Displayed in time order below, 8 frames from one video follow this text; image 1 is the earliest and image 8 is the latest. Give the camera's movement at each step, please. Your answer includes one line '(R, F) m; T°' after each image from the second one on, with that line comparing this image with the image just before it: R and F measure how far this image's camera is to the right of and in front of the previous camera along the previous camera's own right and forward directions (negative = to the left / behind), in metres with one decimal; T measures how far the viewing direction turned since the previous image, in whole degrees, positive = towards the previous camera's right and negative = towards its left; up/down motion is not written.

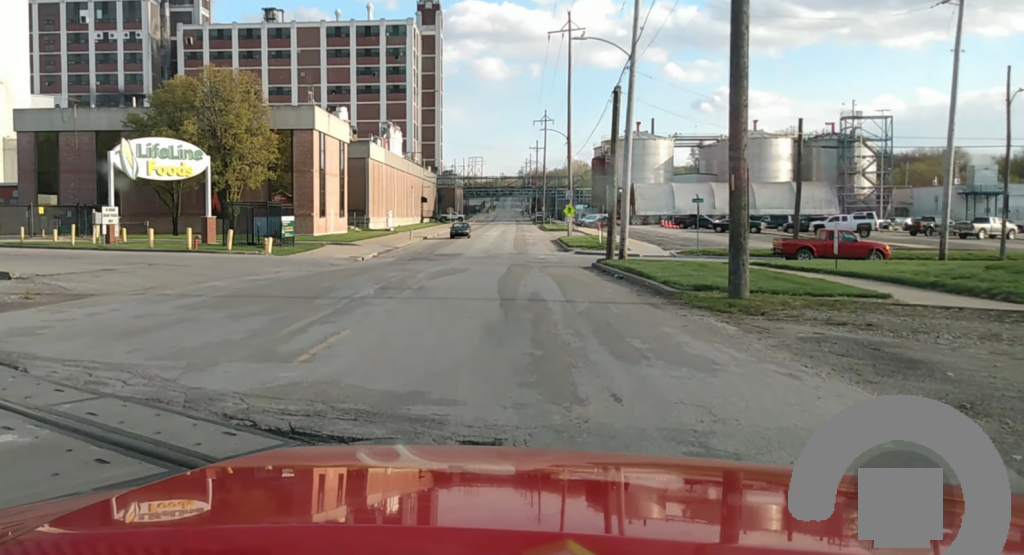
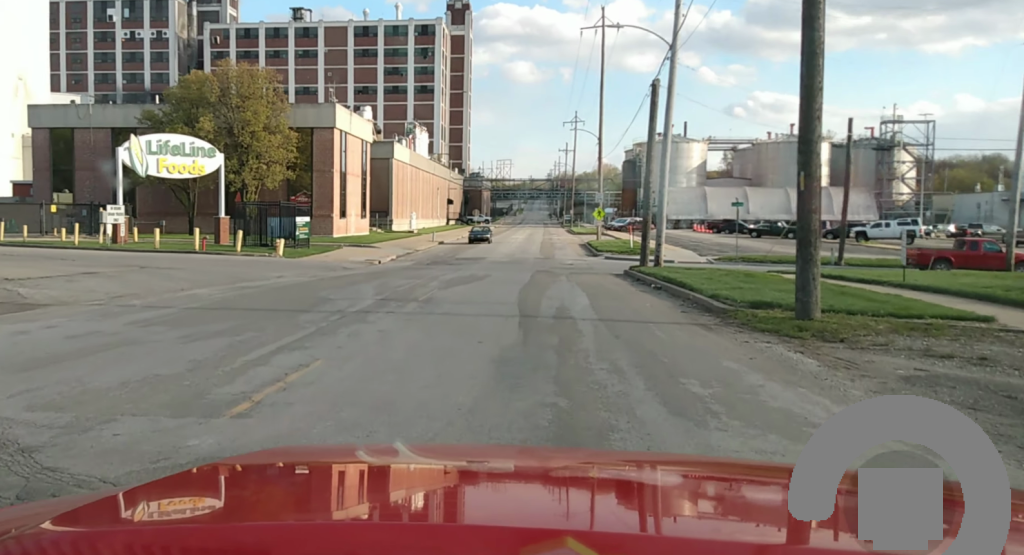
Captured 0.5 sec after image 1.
(-0.1, +3.2) m; -1°
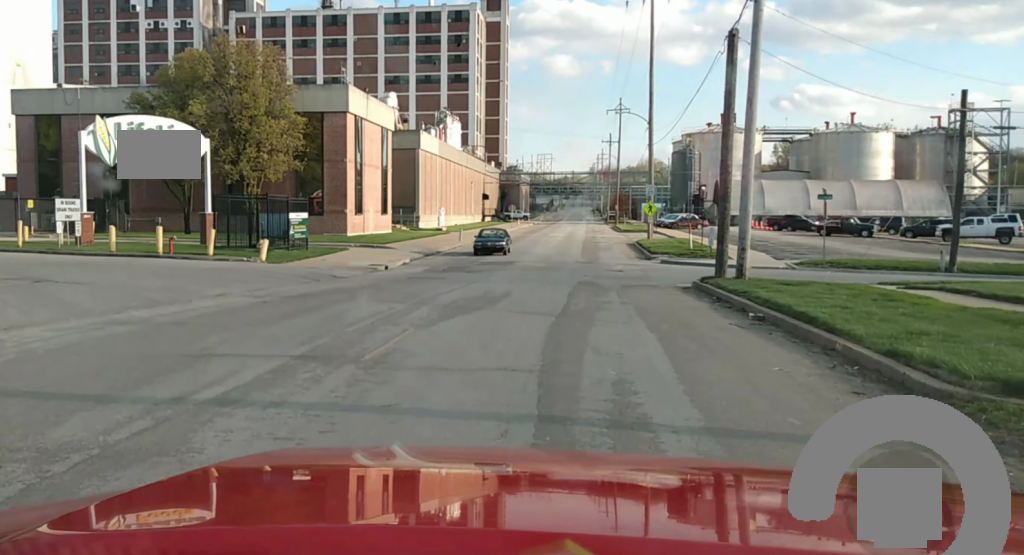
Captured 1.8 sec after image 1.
(-0.1, +8.4) m; -2°
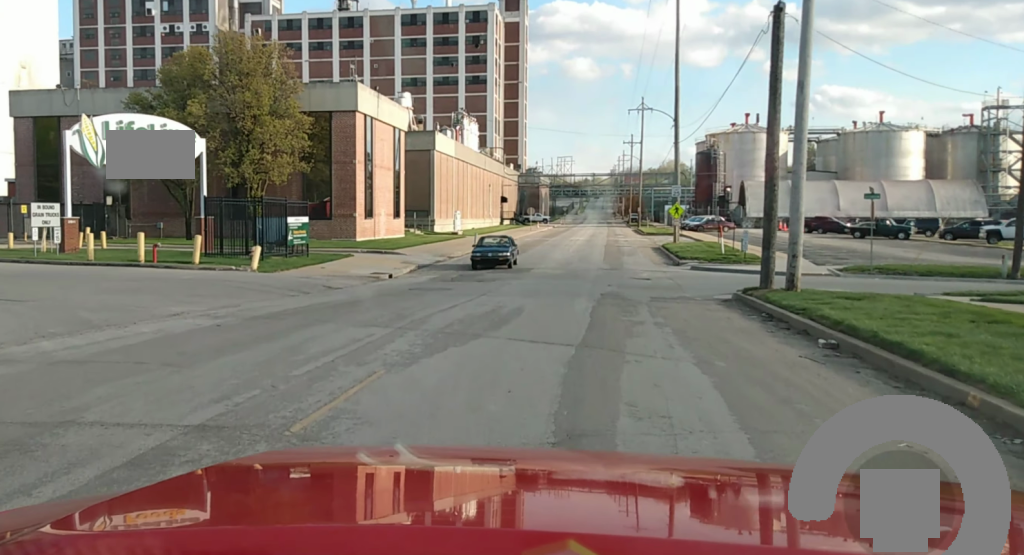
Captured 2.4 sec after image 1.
(-0.1, +3.9) m; +1°
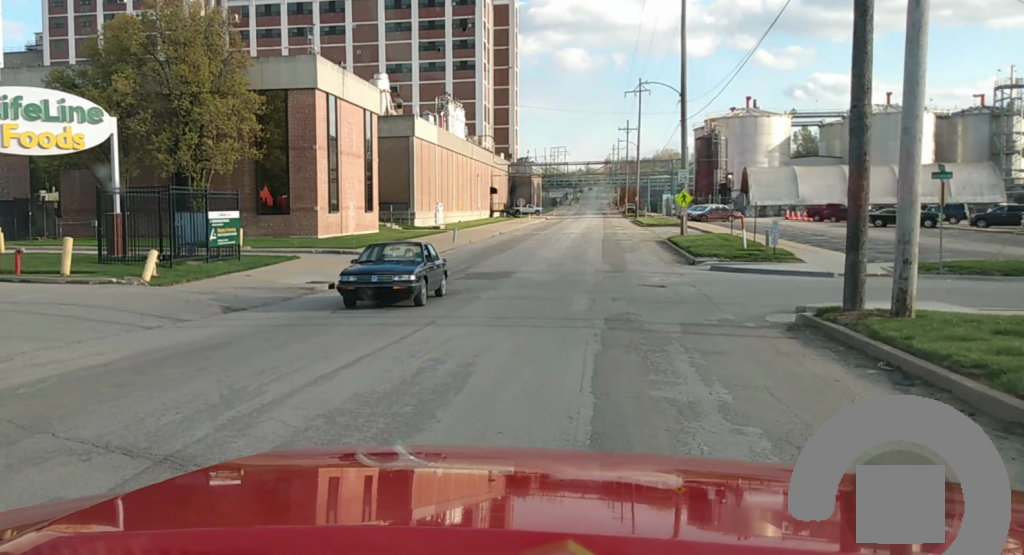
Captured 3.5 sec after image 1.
(+0.2, +8.3) m; +2°
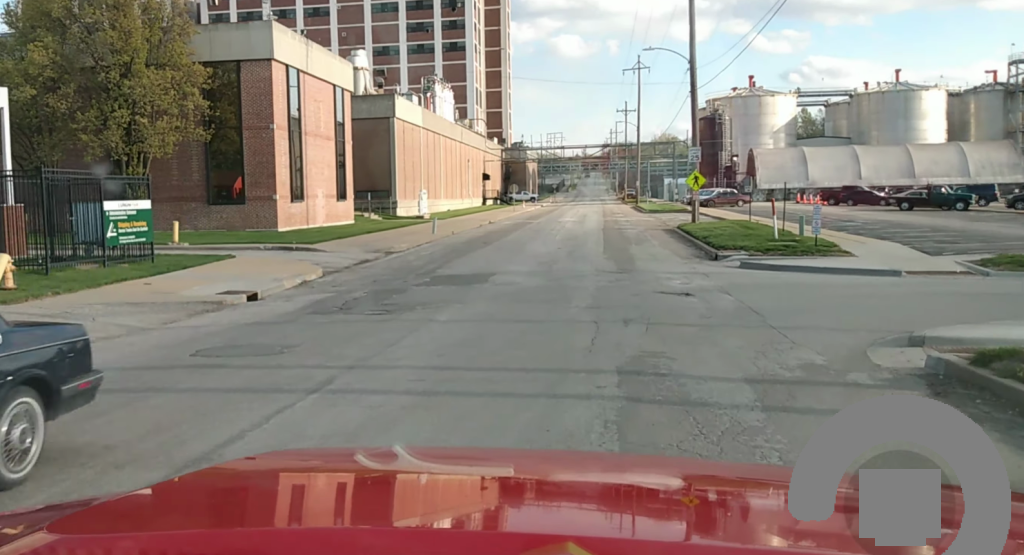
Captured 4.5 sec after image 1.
(0.0, +6.8) m; -1°
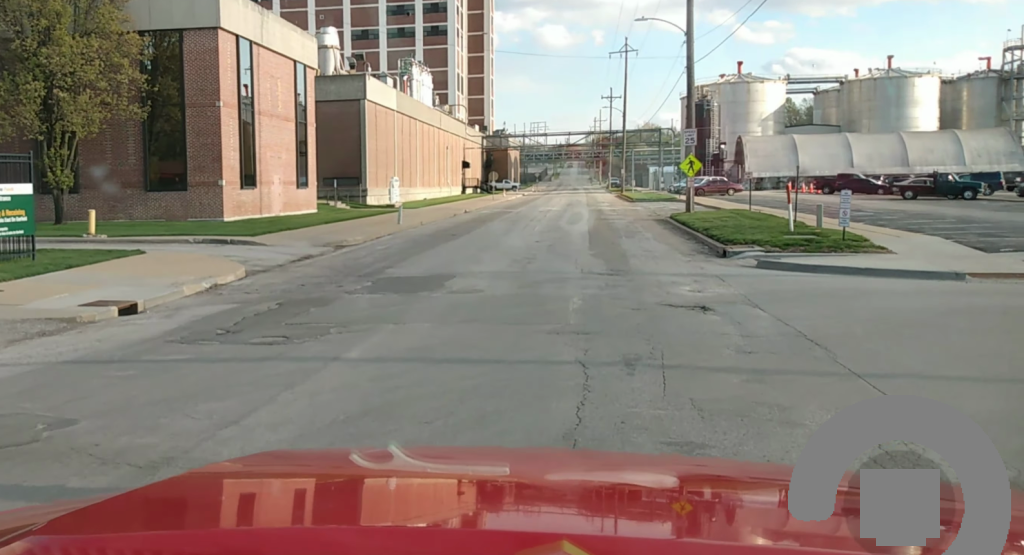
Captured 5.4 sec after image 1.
(-0.1, +5.5) m; +7°
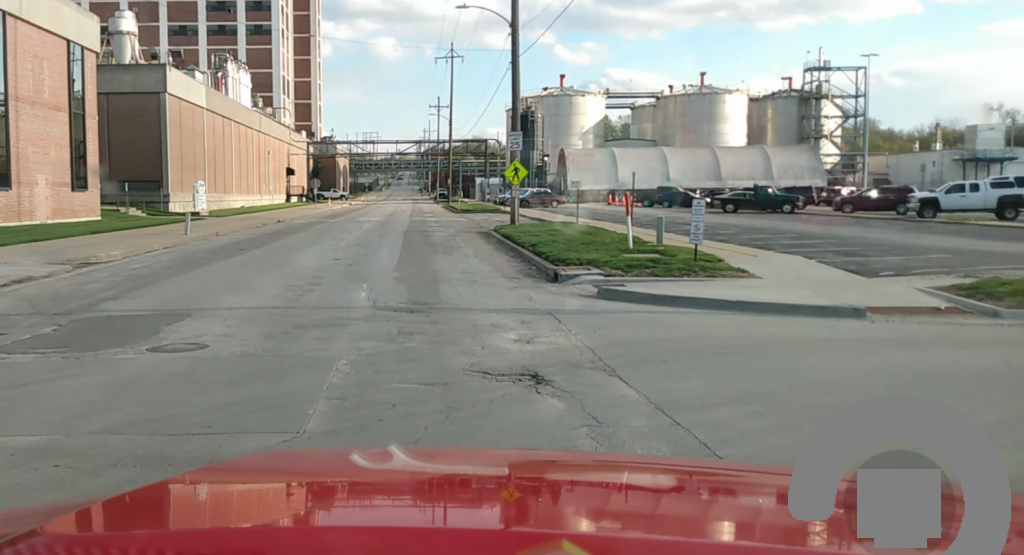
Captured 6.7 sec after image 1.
(+1.3, +6.2) m; +24°
